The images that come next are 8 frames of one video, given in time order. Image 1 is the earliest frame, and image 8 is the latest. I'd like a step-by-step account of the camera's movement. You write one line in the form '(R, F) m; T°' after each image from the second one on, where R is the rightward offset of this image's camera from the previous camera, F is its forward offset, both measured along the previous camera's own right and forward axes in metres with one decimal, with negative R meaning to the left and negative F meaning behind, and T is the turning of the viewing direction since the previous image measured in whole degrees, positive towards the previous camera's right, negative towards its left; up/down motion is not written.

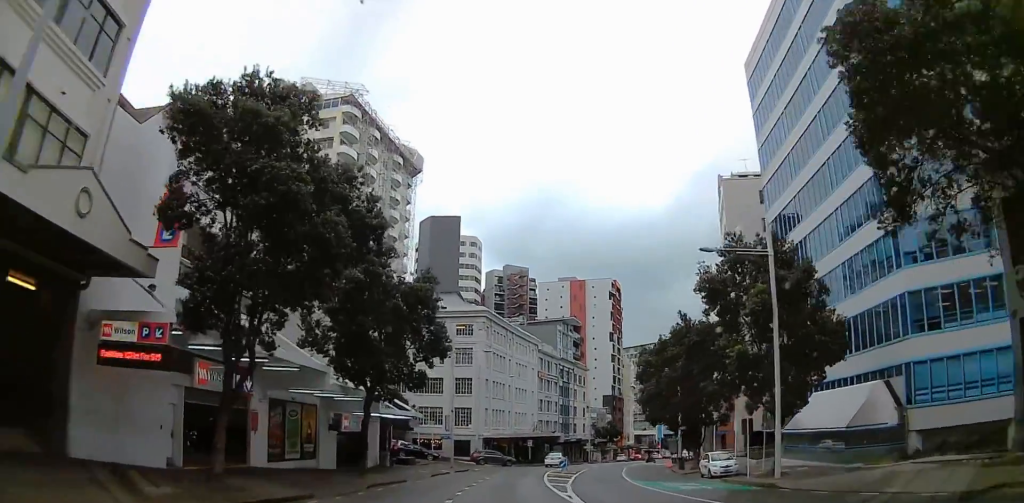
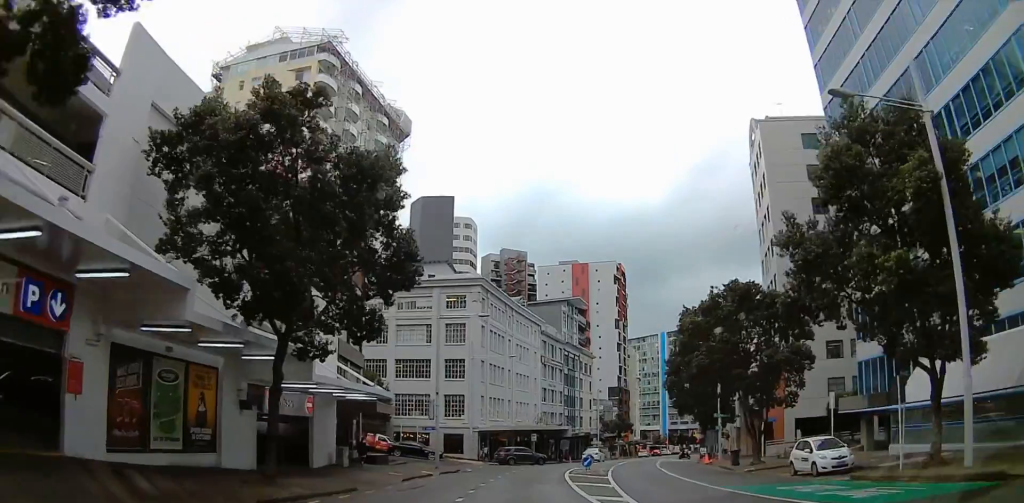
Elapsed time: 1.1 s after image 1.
(-0.2, +11.9) m; +1°
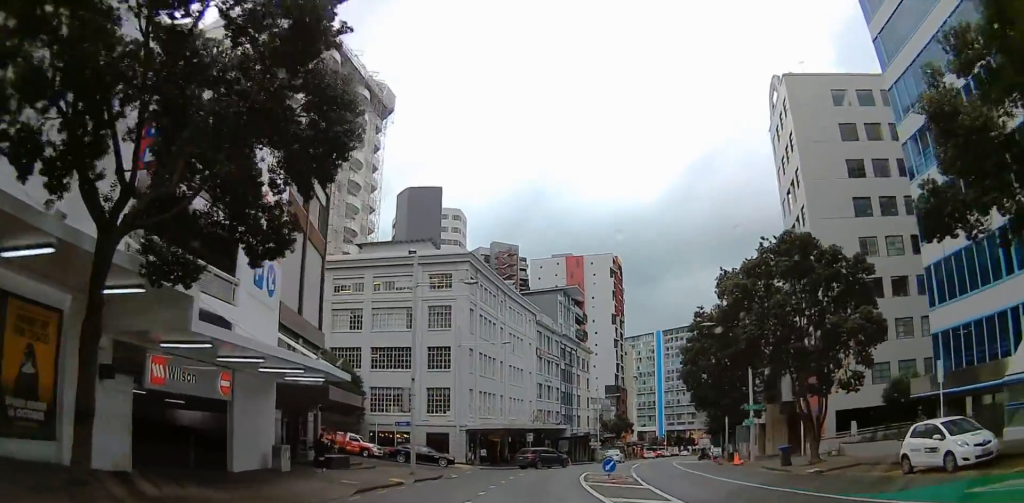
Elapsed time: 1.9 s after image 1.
(+0.2, +7.6) m; +4°
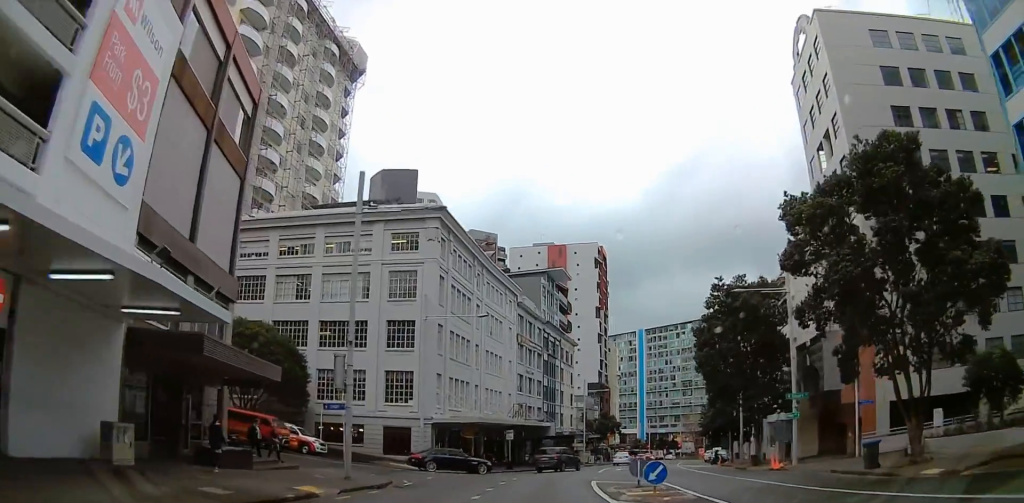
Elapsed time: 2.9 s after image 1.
(+0.5, +9.3) m; +4°
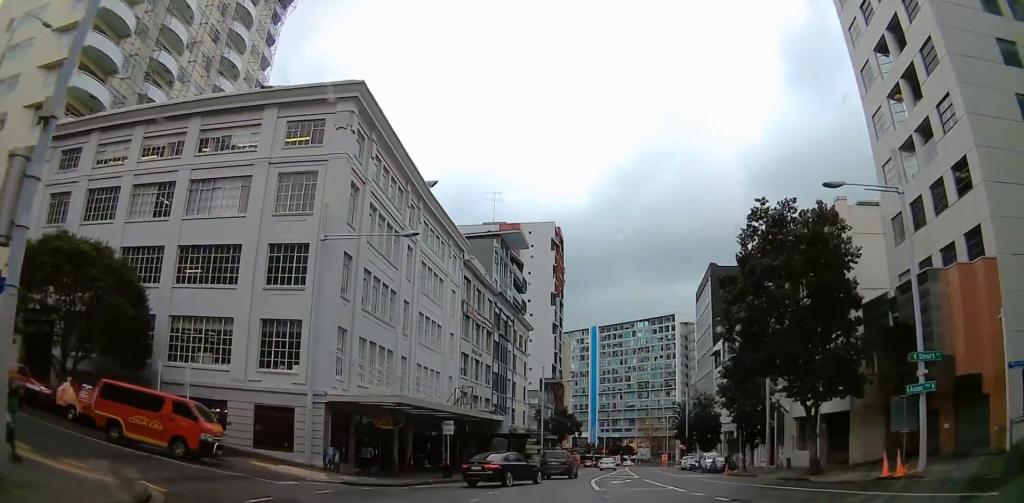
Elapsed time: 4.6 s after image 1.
(-0.1, +15.2) m; -3°
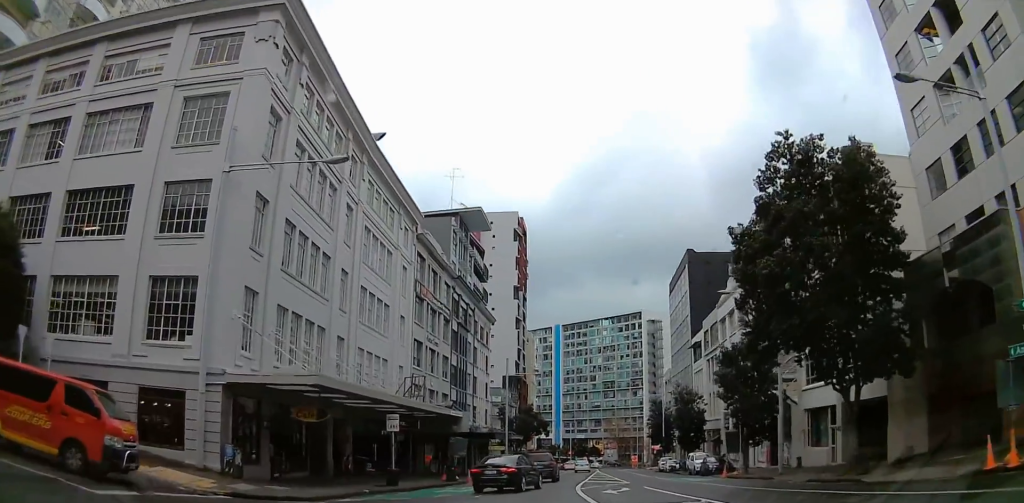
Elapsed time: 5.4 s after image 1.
(-0.2, +7.8) m; +1°
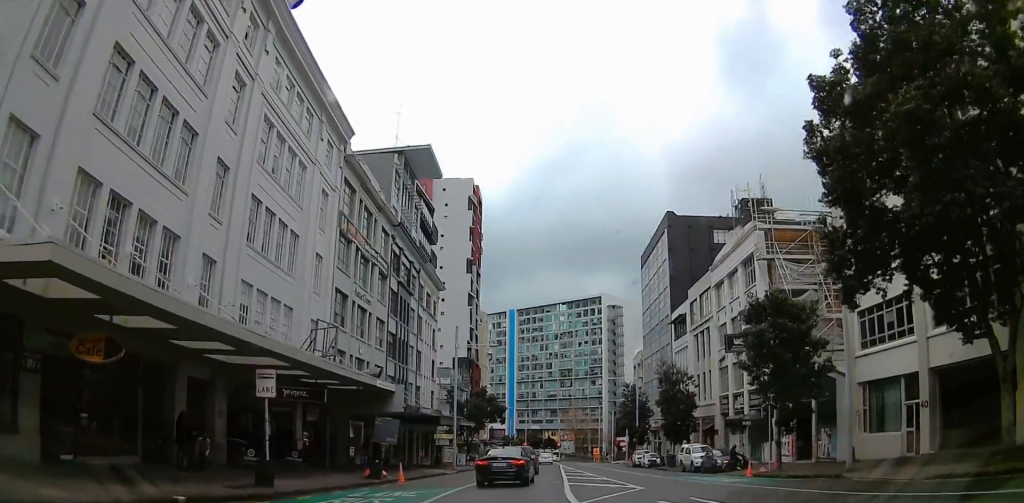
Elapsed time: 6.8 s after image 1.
(+1.0, +11.0) m; +8°
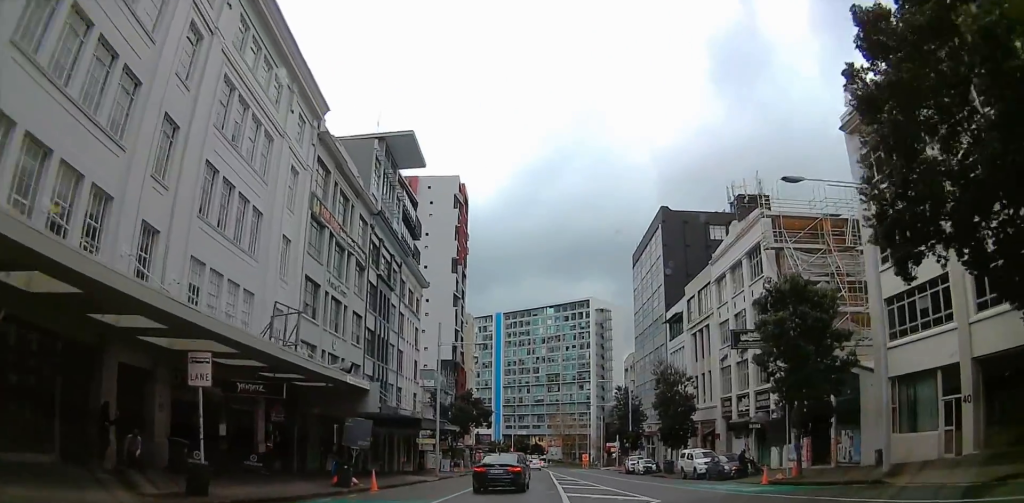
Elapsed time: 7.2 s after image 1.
(+0.2, +3.5) m; +1°
